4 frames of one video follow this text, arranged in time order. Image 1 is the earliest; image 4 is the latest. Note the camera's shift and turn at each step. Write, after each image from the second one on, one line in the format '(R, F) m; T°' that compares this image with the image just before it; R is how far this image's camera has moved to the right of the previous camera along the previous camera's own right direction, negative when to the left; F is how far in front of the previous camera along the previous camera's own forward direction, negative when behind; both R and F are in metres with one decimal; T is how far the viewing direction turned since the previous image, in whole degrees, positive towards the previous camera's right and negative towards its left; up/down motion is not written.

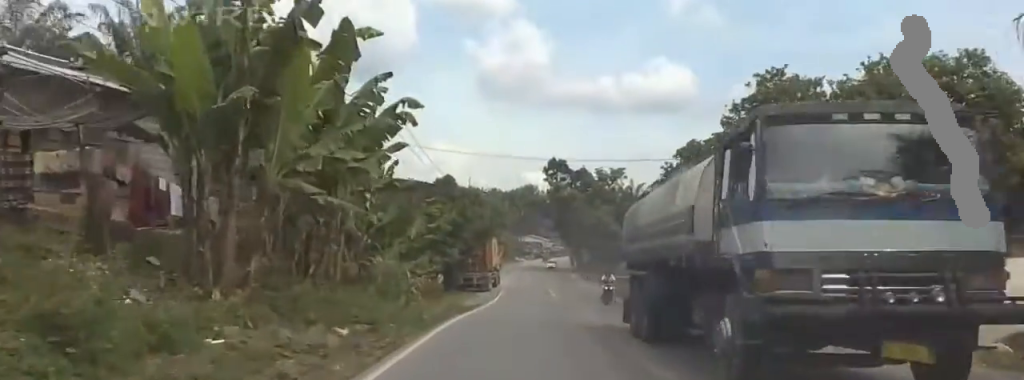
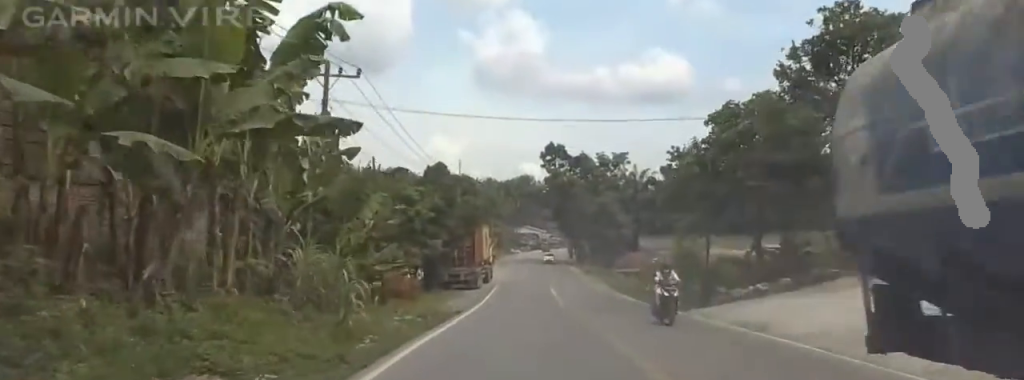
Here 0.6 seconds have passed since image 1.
(0.0, +8.9) m; 0°
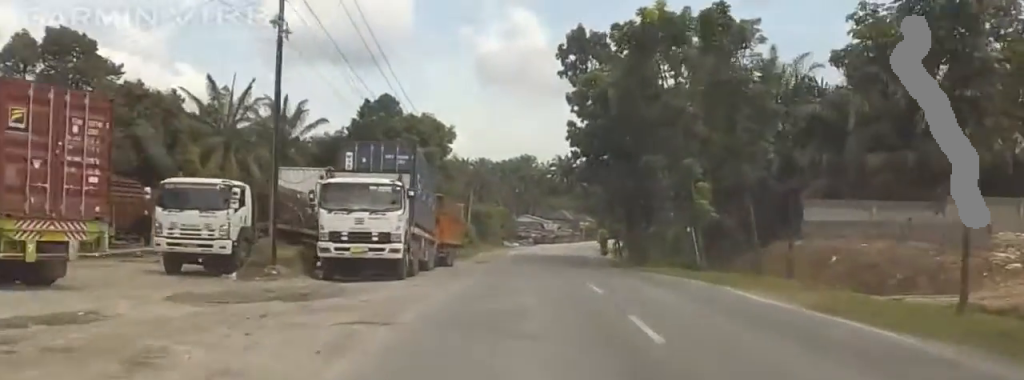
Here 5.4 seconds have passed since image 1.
(0.0, +64.6) m; 0°
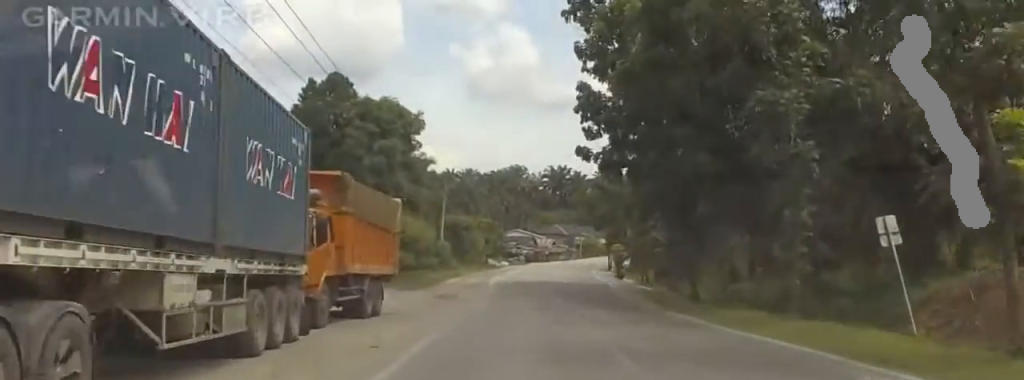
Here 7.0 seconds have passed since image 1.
(0.0, +21.6) m; 0°
